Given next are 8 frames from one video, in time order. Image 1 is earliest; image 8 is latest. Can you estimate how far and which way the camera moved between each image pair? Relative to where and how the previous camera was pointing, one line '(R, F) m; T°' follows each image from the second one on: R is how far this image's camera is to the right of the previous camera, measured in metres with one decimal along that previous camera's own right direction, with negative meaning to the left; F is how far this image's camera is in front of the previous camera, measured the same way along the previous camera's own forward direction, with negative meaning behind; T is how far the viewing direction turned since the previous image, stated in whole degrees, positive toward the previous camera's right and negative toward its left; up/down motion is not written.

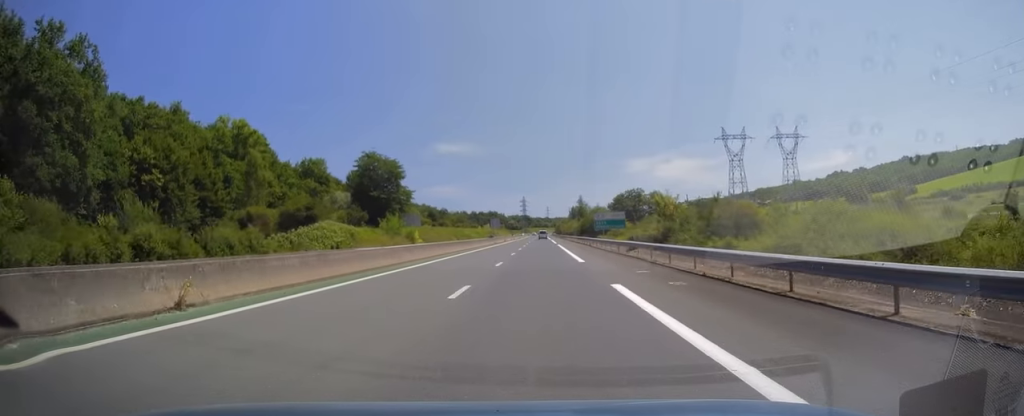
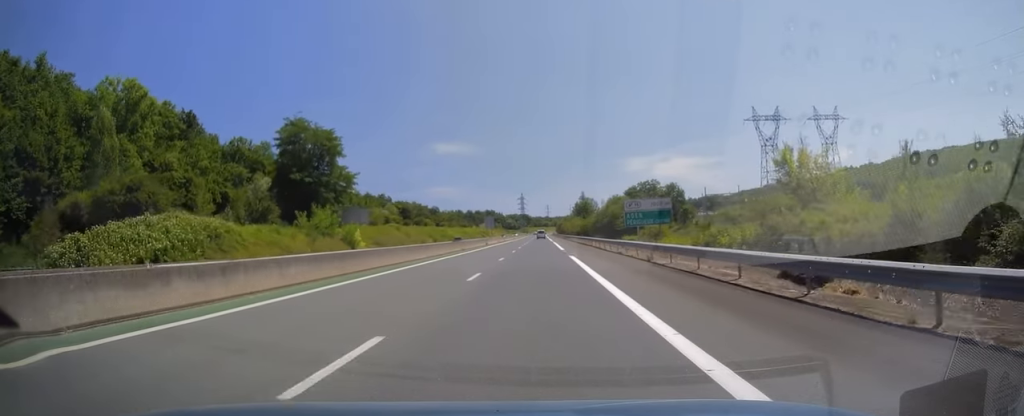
(0.0, +33.3) m; 0°
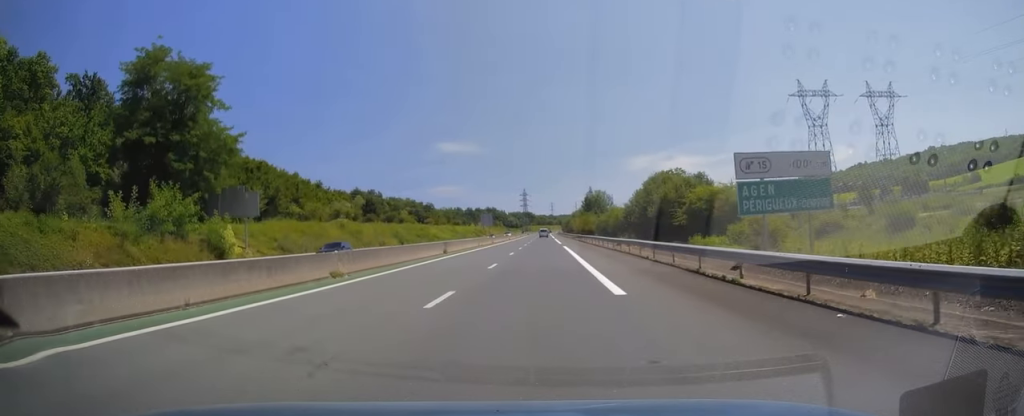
(0.0, +31.9) m; 0°
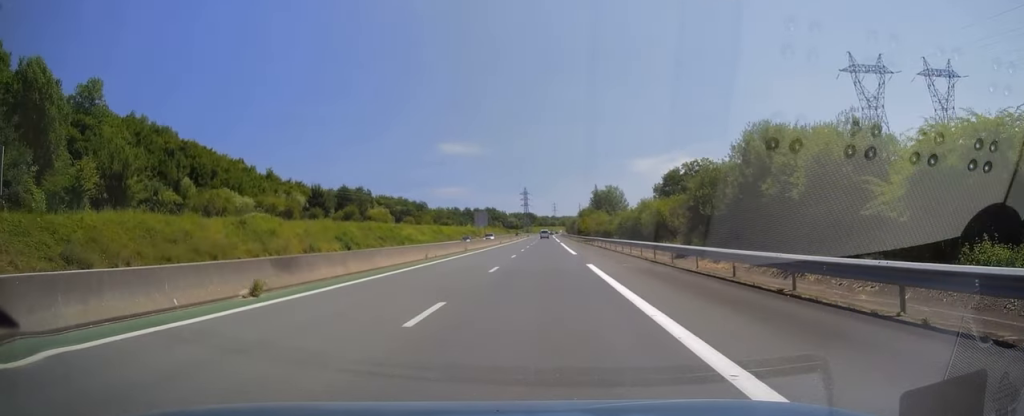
(0.0, +27.0) m; 0°
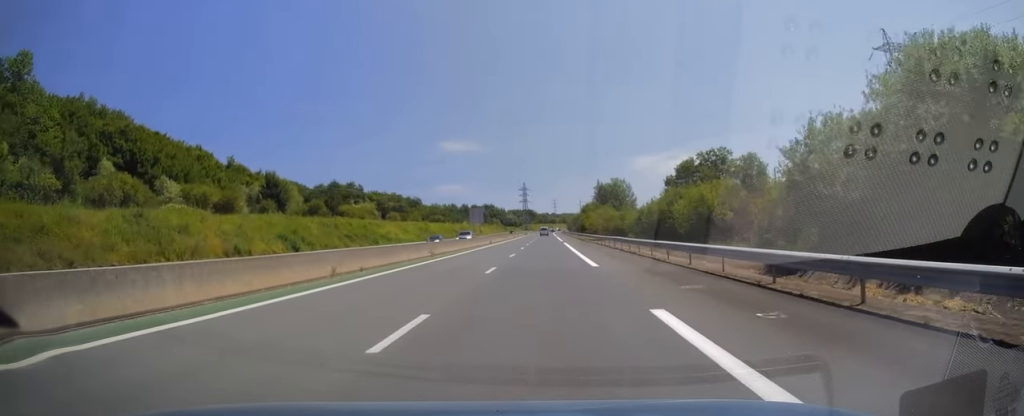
(0.0, +14.7) m; 0°
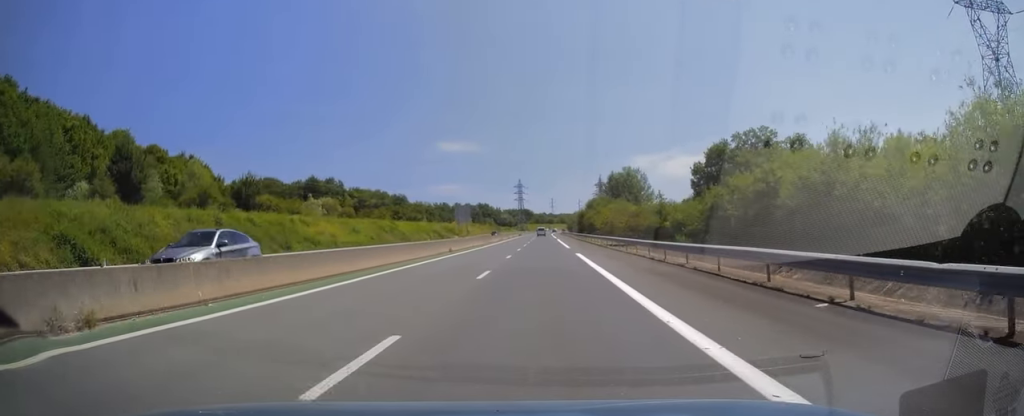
(0.0, +27.5) m; 0°
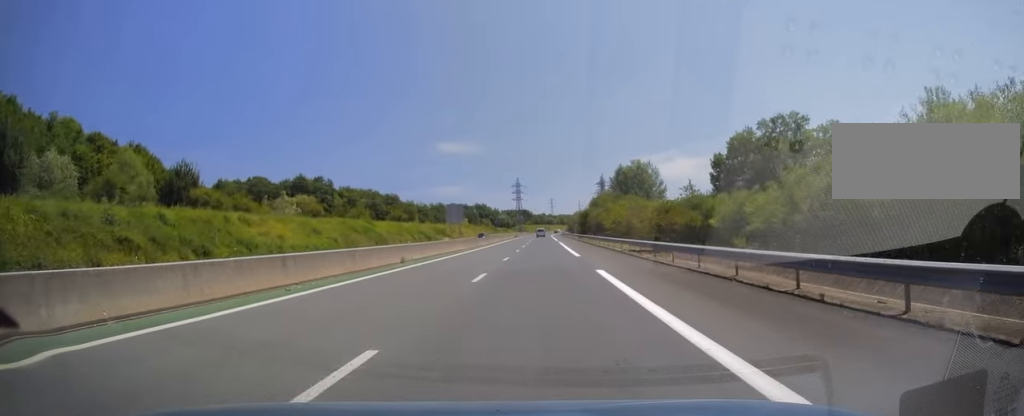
(0.0, +13.8) m; 0°
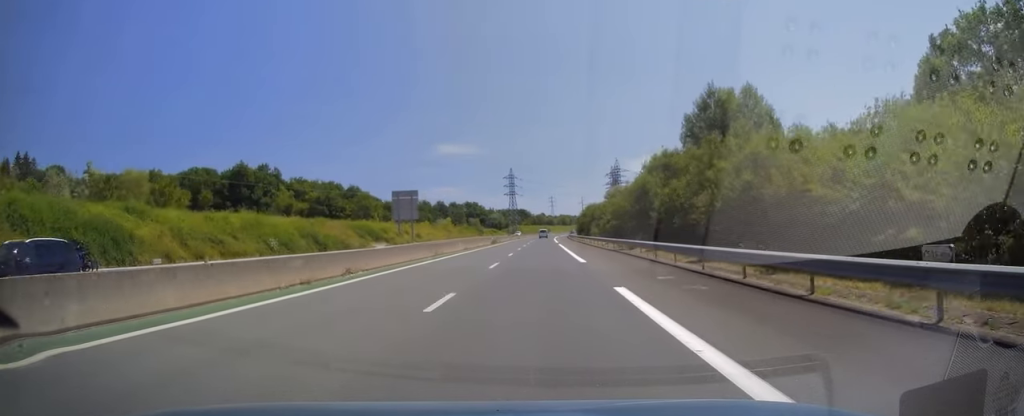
(0.0, +57.0) m; 0°
